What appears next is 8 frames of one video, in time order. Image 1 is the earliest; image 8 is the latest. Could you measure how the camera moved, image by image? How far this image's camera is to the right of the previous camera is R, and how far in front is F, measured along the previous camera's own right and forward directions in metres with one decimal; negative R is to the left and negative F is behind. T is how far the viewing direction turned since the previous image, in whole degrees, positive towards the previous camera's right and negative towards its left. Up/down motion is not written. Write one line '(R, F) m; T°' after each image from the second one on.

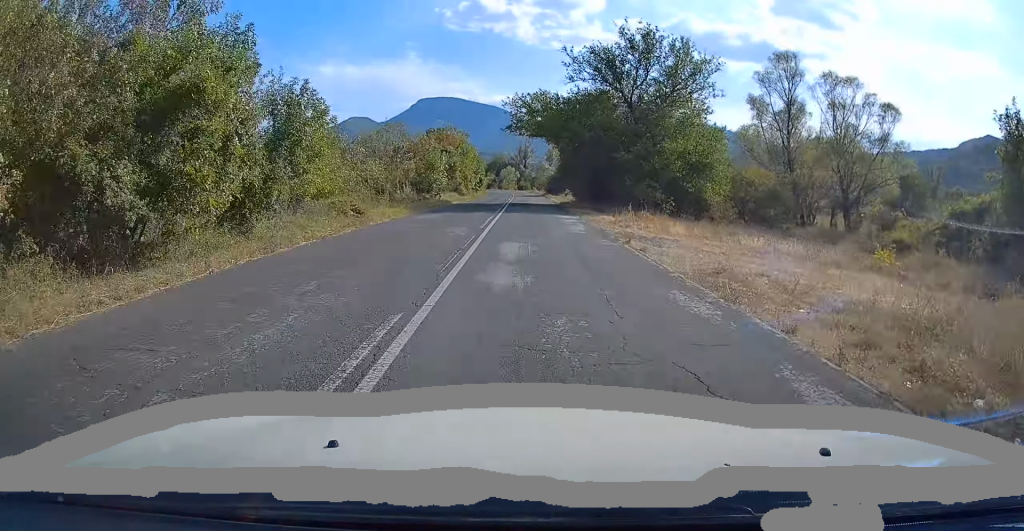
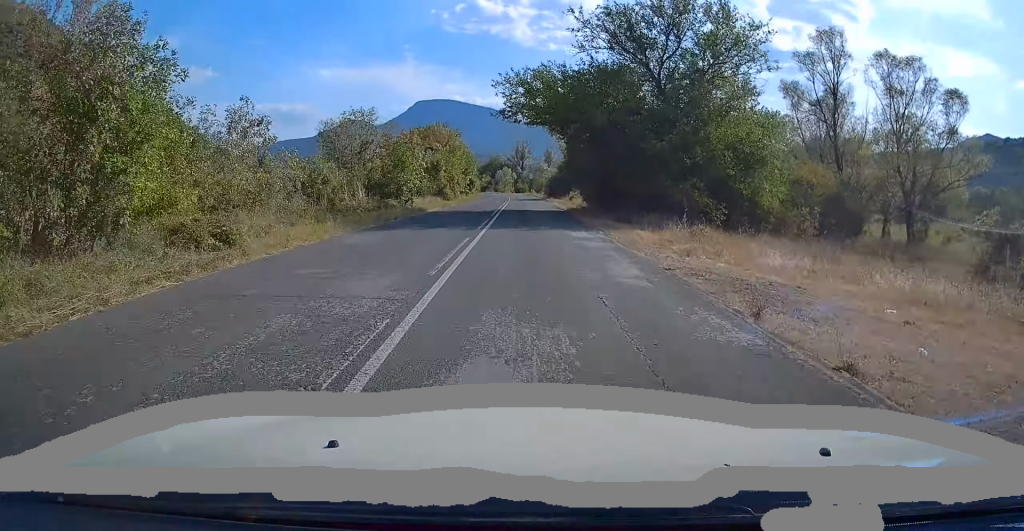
(-0.1, +9.4) m; 0°
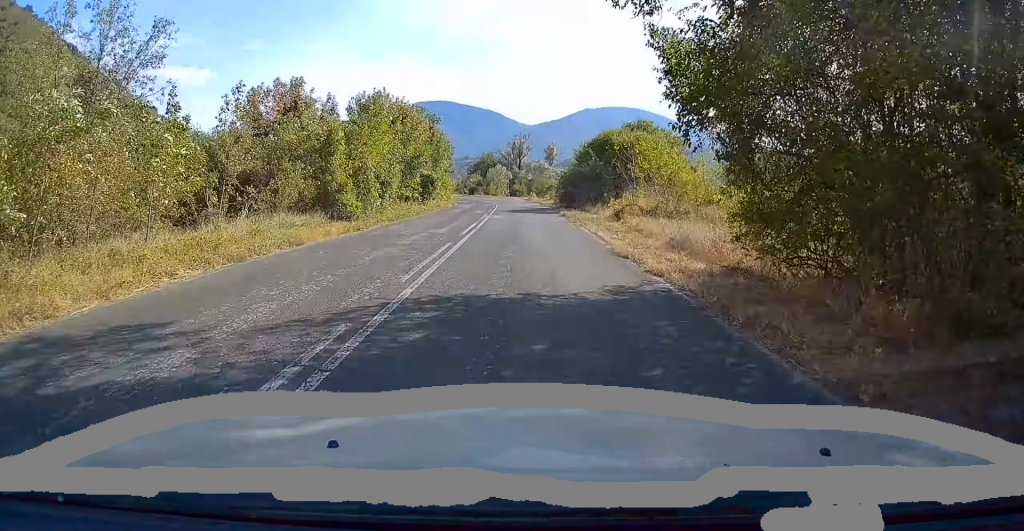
(-0.1, +27.3) m; -1°
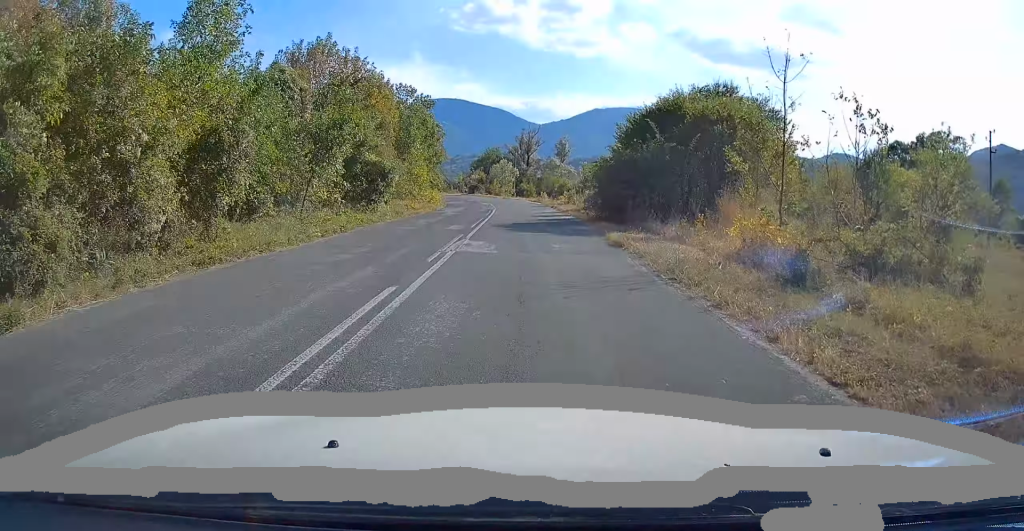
(-0.1, +15.7) m; -1°
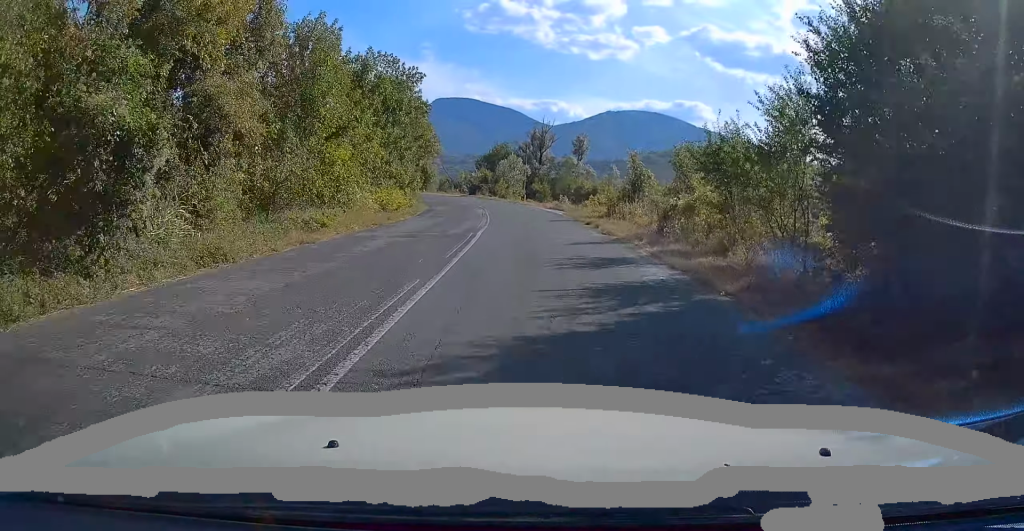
(-0.2, +17.0) m; -2°
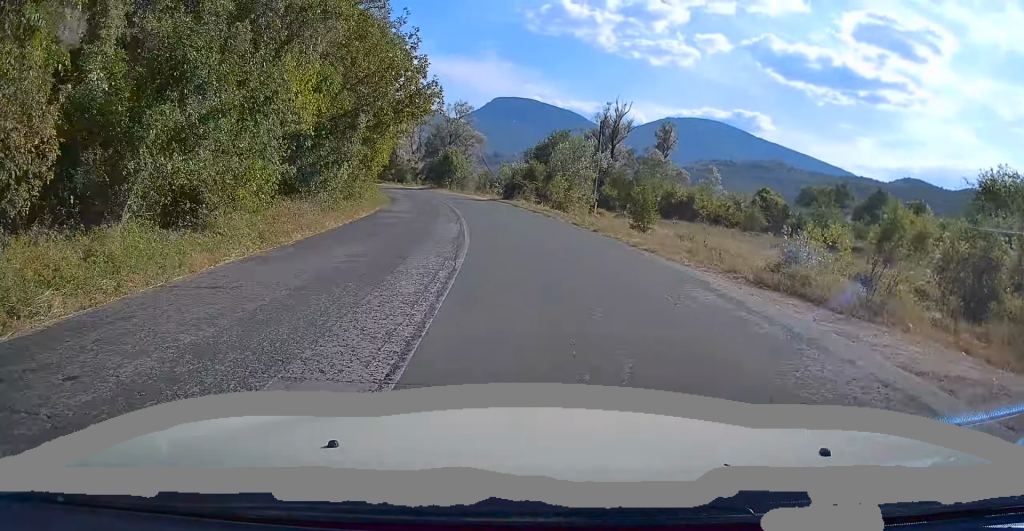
(-1.2, +34.0) m; -6°
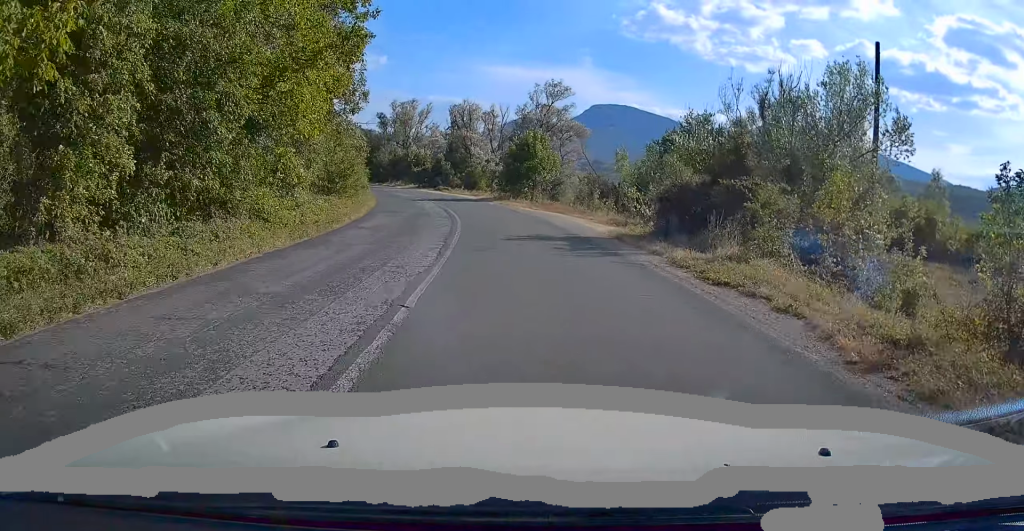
(-2.6, +33.1) m; -9°
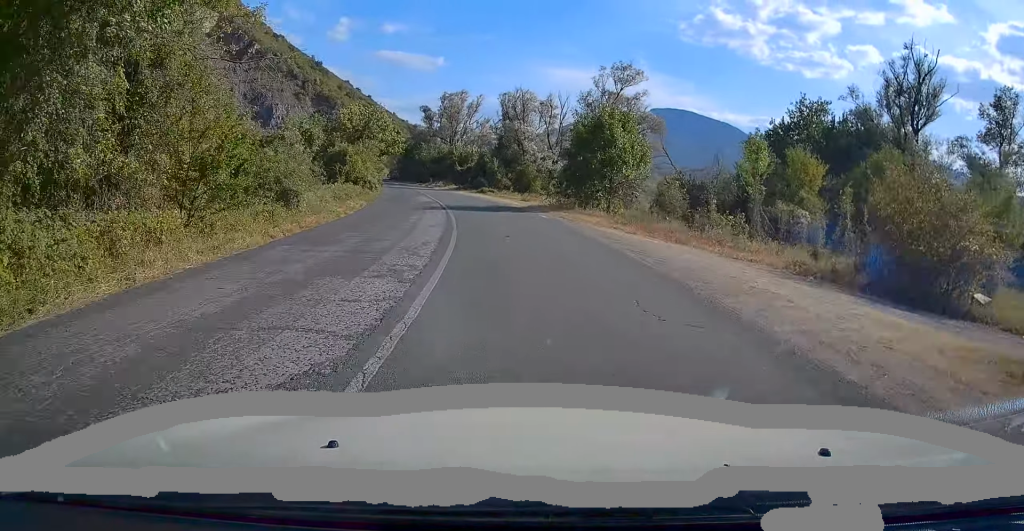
(-0.7, +16.2) m; -5°
